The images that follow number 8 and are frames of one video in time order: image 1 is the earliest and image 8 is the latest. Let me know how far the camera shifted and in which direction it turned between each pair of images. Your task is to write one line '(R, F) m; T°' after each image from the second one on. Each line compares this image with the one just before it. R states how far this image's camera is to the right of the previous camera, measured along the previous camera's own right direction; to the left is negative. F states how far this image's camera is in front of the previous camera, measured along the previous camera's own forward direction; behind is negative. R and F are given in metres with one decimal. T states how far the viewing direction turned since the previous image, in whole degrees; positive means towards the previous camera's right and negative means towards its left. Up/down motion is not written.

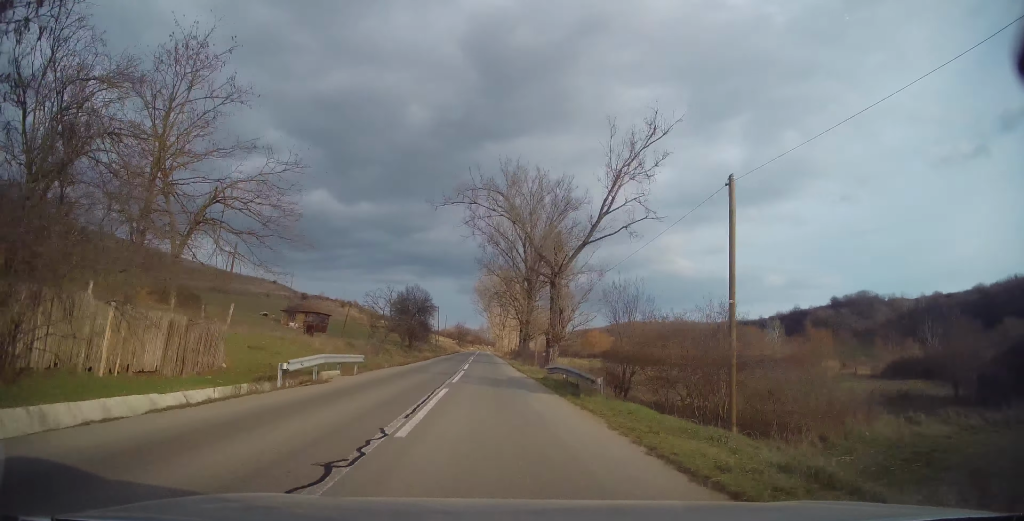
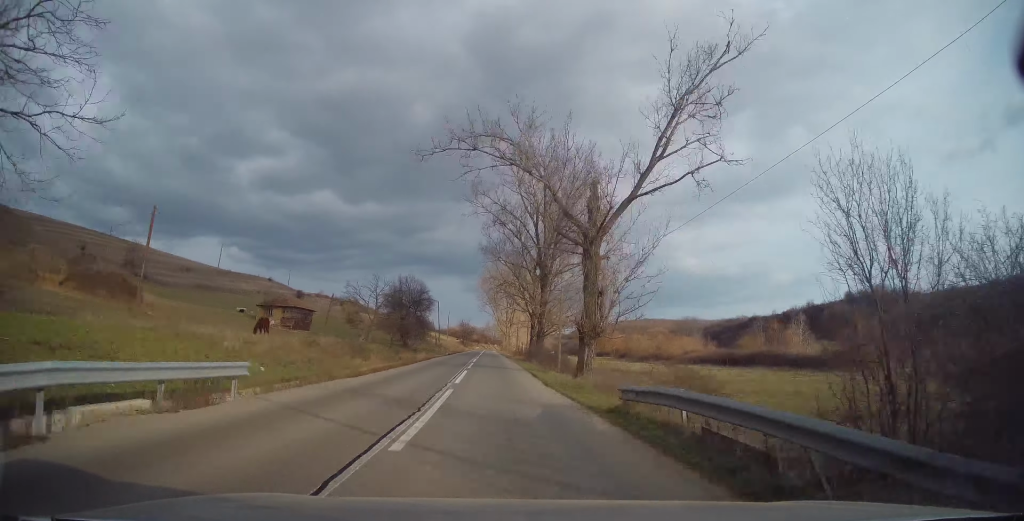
(+0.1, +12.6) m; -1°
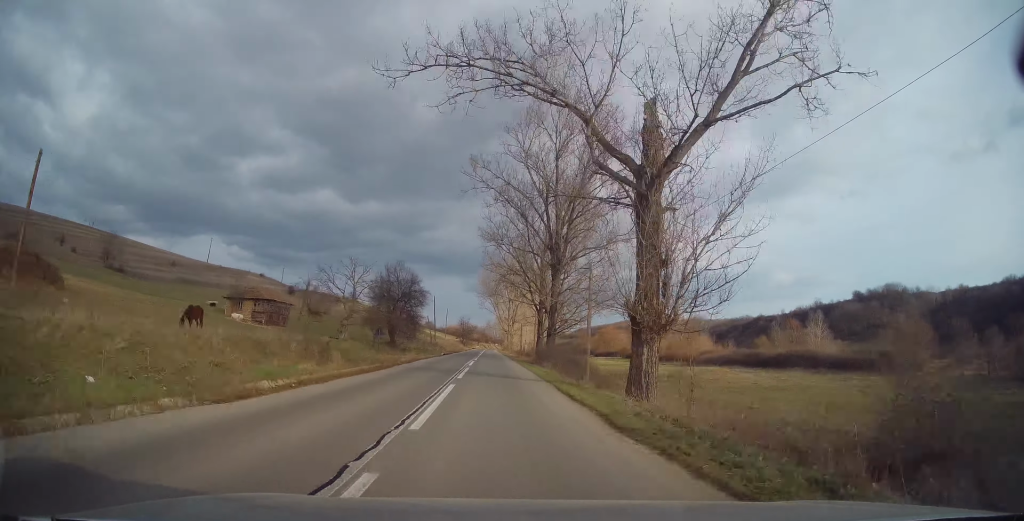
(-0.2, +10.2) m; 0°
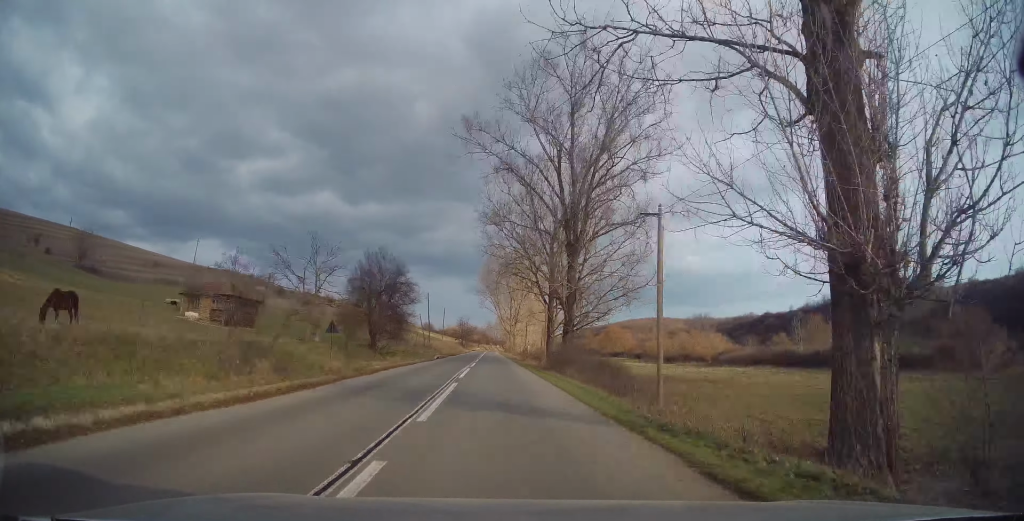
(-0.1, +10.8) m; 0°
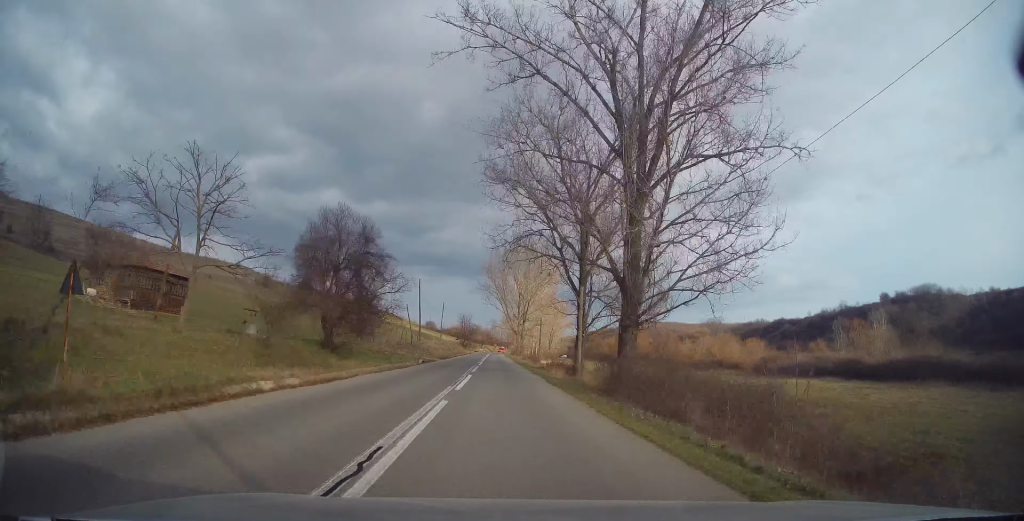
(0.0, +16.5) m; +1°
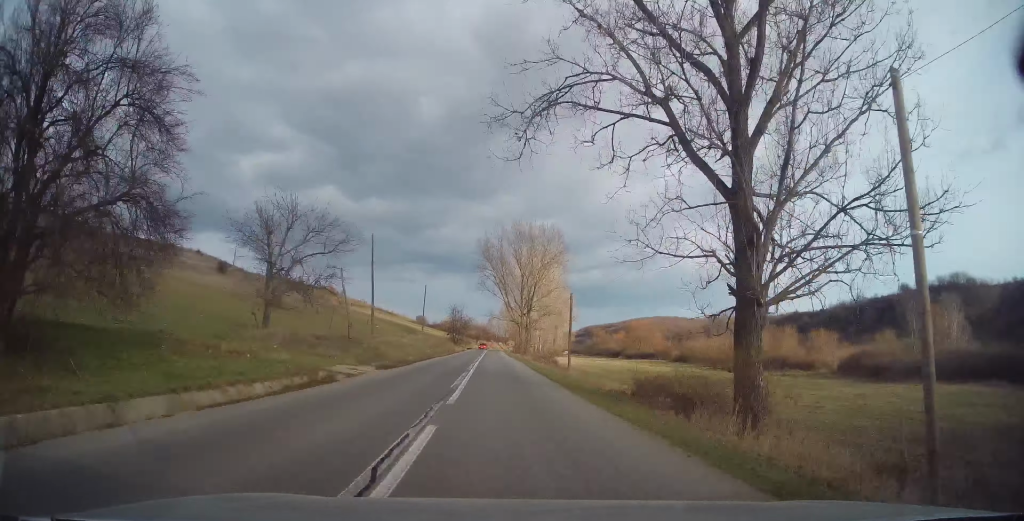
(+0.1, +27.4) m; -1°
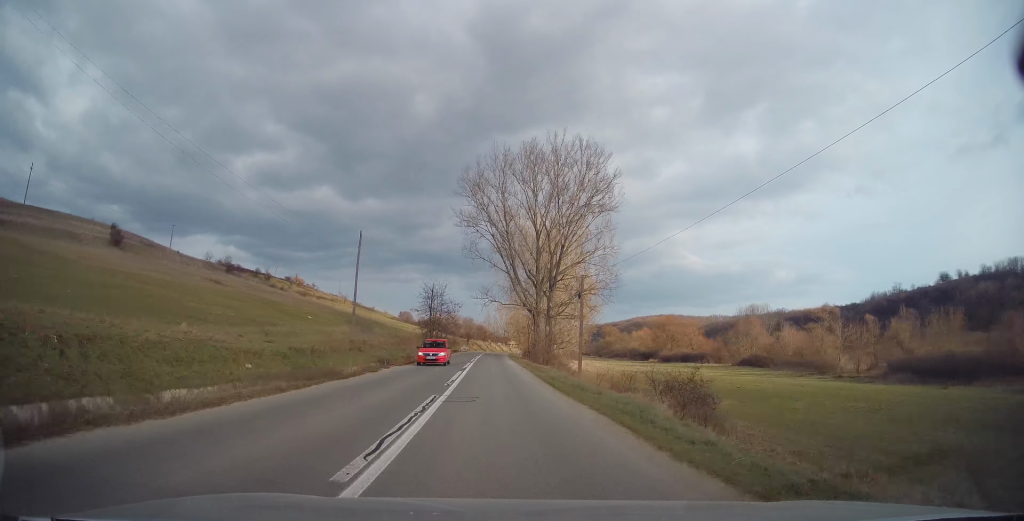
(-0.2, +44.6) m; +1°
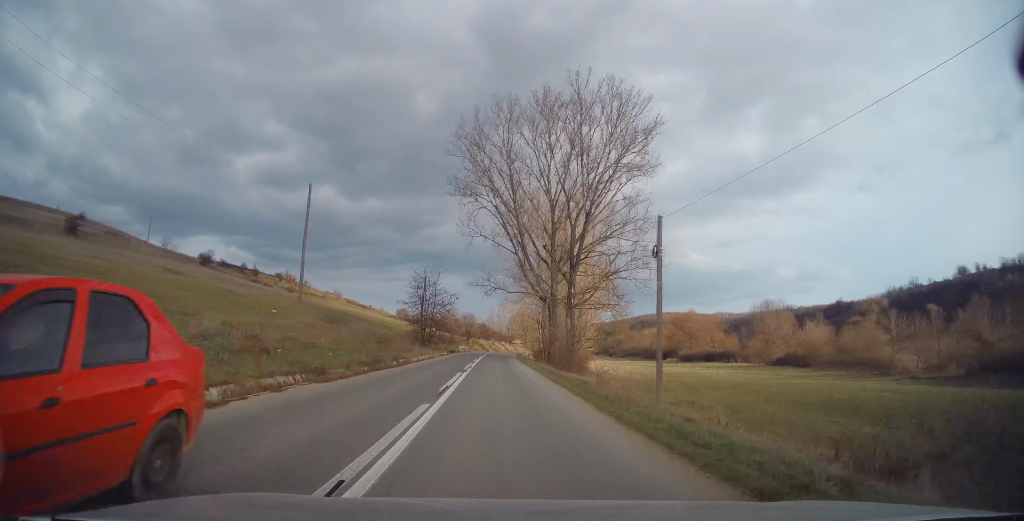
(+0.2, +14.0) m; 0°
